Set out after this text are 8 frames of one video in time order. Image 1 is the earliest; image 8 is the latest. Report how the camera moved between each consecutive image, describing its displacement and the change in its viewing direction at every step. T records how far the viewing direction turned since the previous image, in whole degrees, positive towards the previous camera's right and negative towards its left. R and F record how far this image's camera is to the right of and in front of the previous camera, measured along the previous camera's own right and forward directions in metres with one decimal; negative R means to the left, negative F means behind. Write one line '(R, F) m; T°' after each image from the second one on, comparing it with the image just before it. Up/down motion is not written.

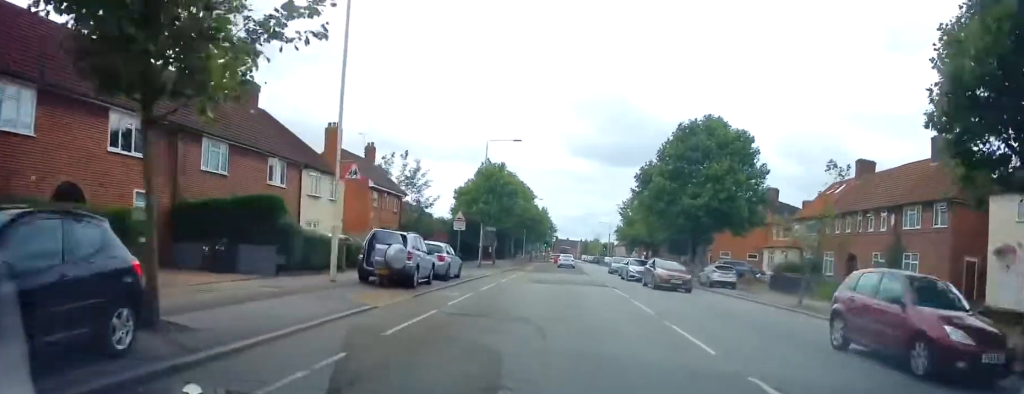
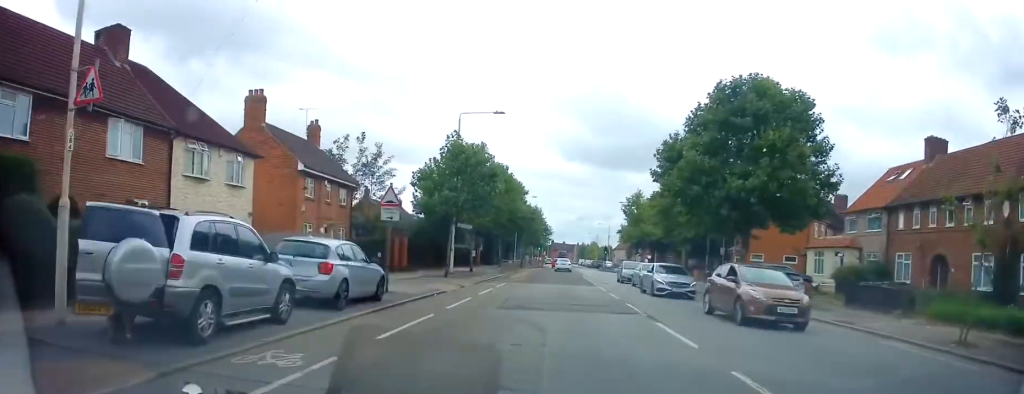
(-0.2, +10.7) m; 0°
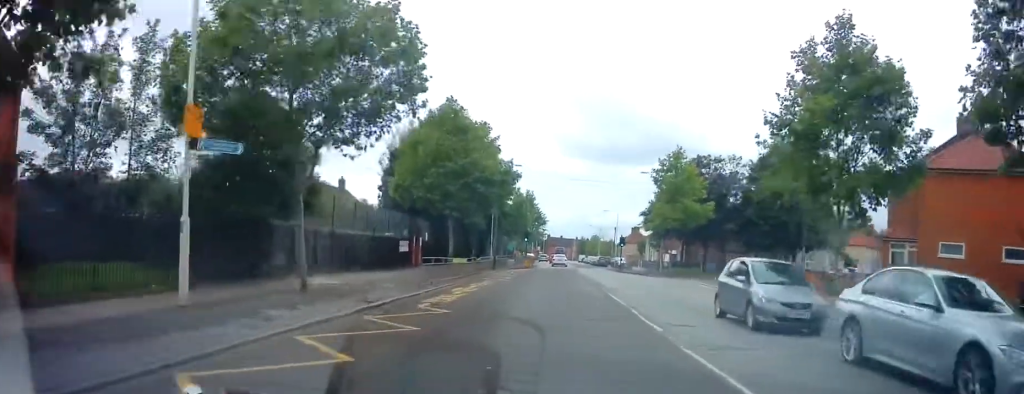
(+0.1, +26.7) m; +1°
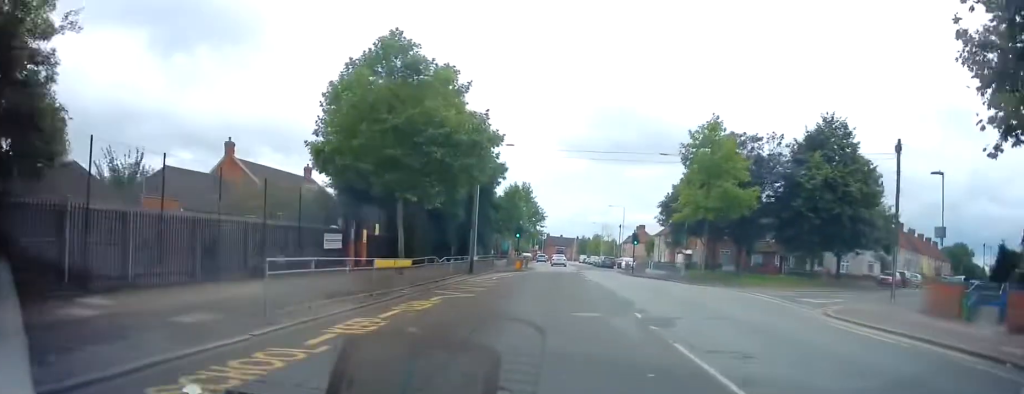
(0.0, +11.3) m; 0°
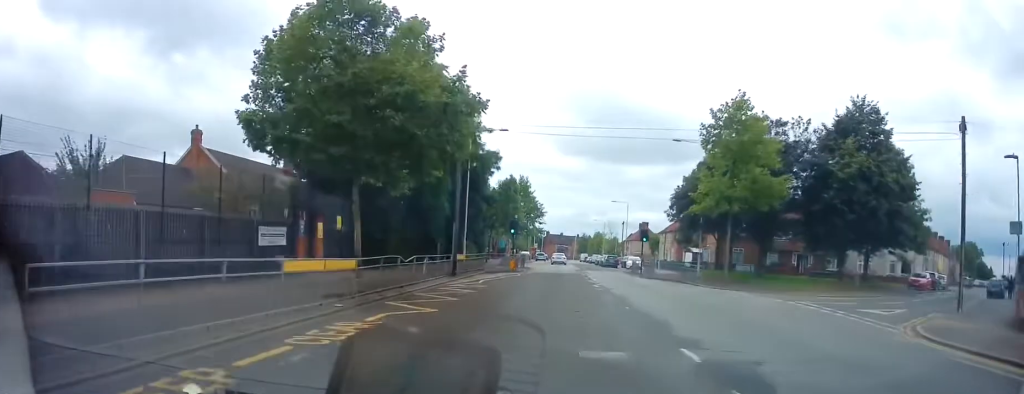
(0.0, +5.4) m; 0°
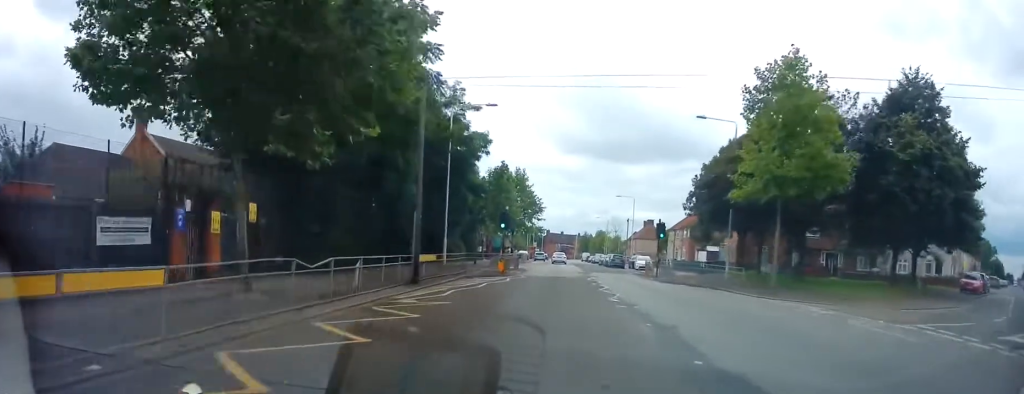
(+0.1, +7.4) m; 0°
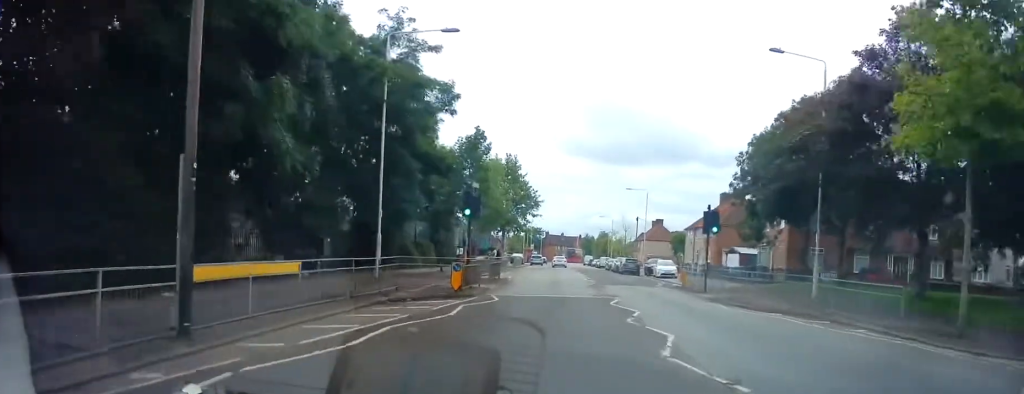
(-0.1, +13.0) m; -2°
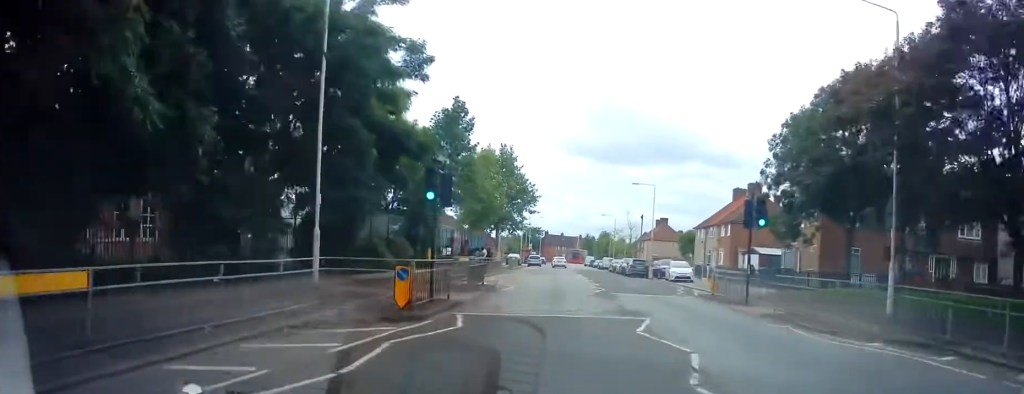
(-0.1, +5.9) m; -1°
